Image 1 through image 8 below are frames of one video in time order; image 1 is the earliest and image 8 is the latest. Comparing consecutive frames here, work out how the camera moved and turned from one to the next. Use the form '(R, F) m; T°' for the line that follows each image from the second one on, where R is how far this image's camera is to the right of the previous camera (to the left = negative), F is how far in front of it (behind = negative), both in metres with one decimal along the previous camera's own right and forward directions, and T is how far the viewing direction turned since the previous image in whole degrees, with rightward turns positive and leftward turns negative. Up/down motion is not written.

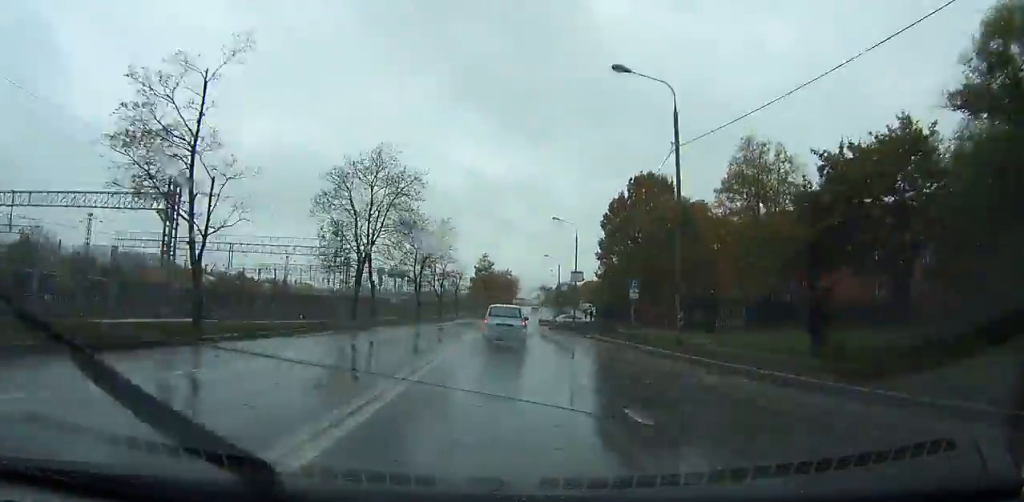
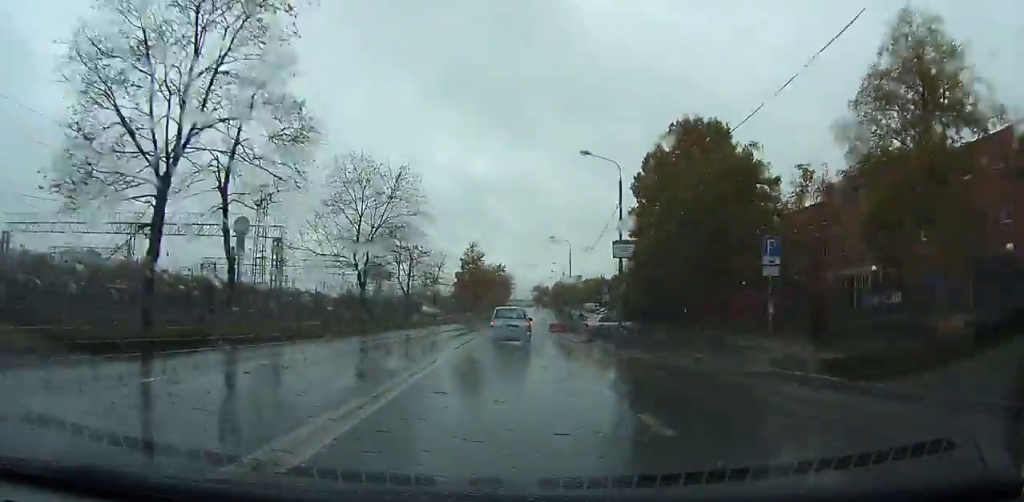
(+0.7, +29.1) m; +4°
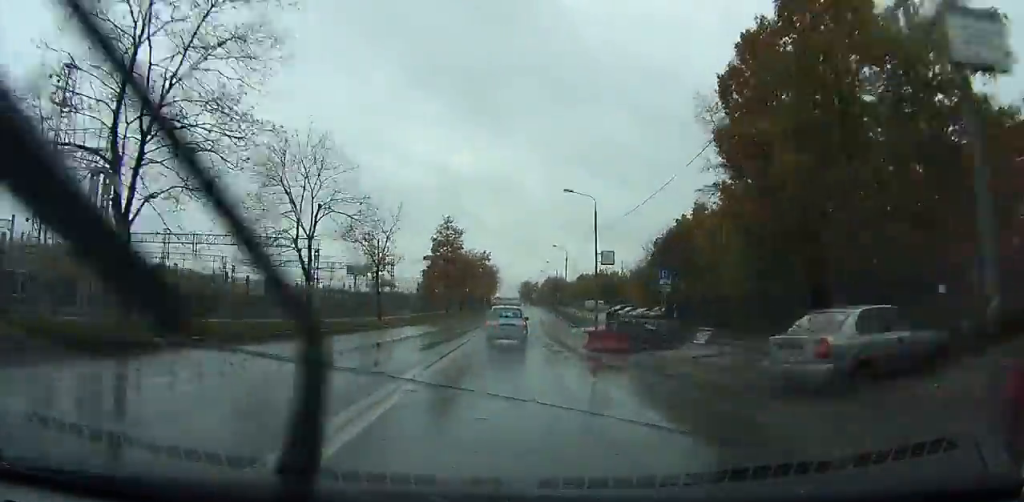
(-0.9, +31.8) m; +5°
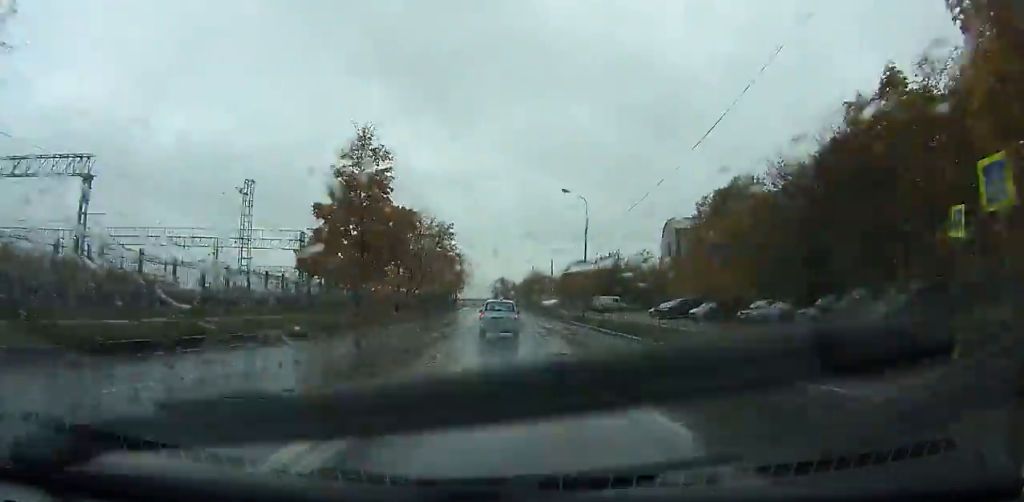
(+6.0, +46.8) m; -5°
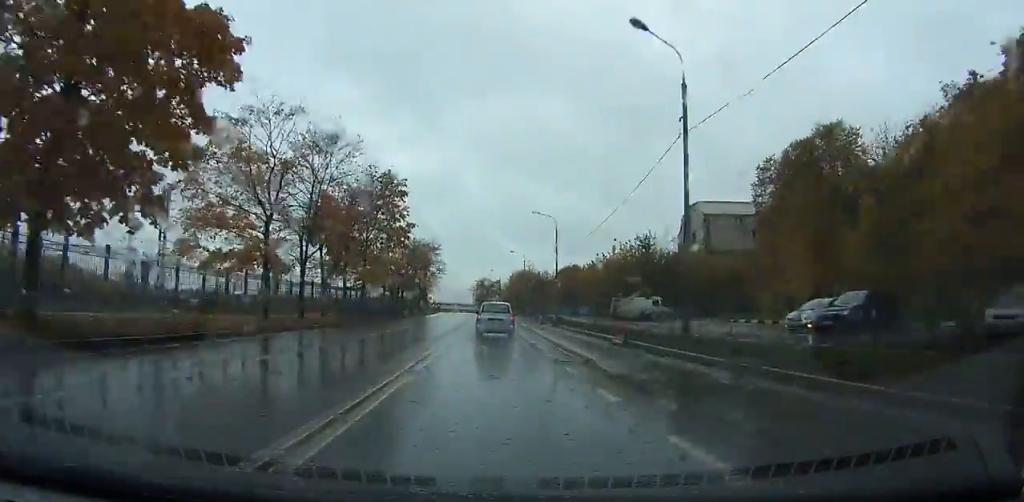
(-5.1, +26.6) m; -4°
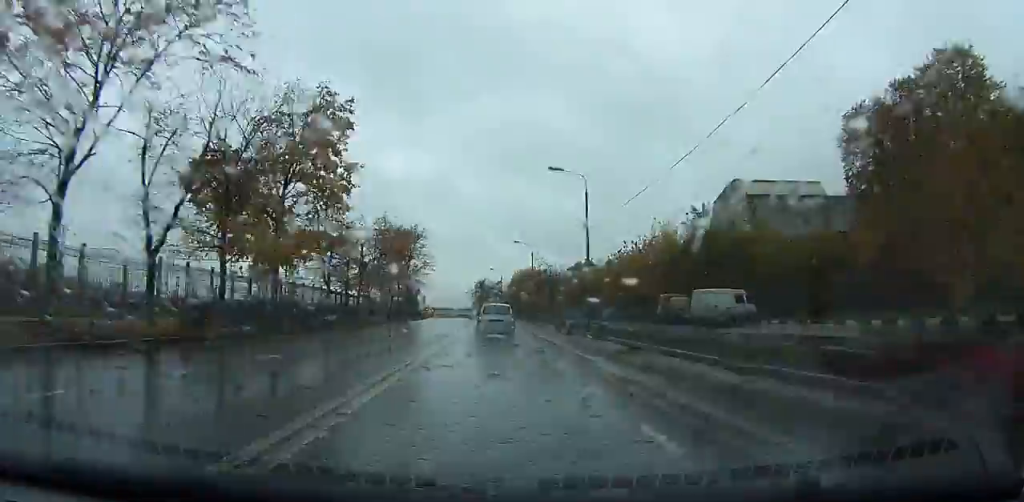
(-4.0, +17.5) m; -3°
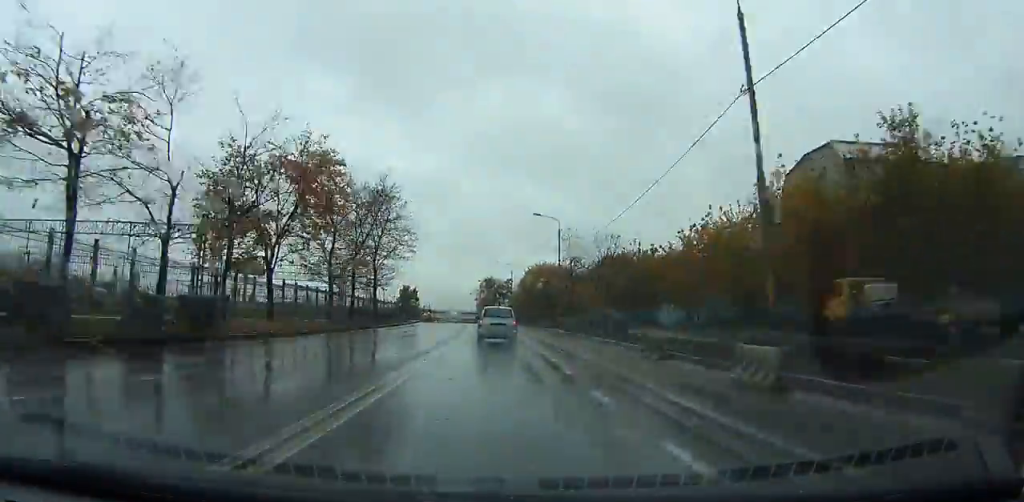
(+2.9, +23.3) m; +4°
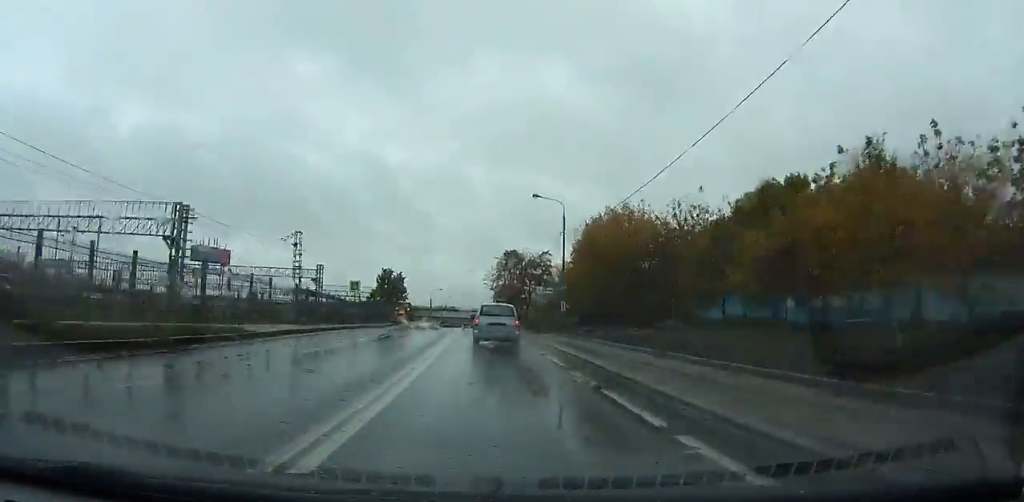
(+3.7, +50.8) m; +3°
